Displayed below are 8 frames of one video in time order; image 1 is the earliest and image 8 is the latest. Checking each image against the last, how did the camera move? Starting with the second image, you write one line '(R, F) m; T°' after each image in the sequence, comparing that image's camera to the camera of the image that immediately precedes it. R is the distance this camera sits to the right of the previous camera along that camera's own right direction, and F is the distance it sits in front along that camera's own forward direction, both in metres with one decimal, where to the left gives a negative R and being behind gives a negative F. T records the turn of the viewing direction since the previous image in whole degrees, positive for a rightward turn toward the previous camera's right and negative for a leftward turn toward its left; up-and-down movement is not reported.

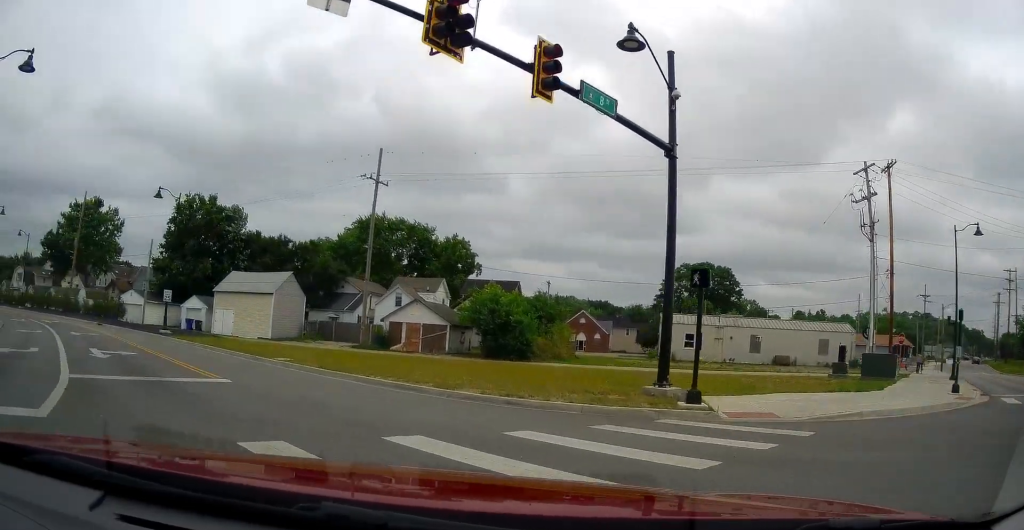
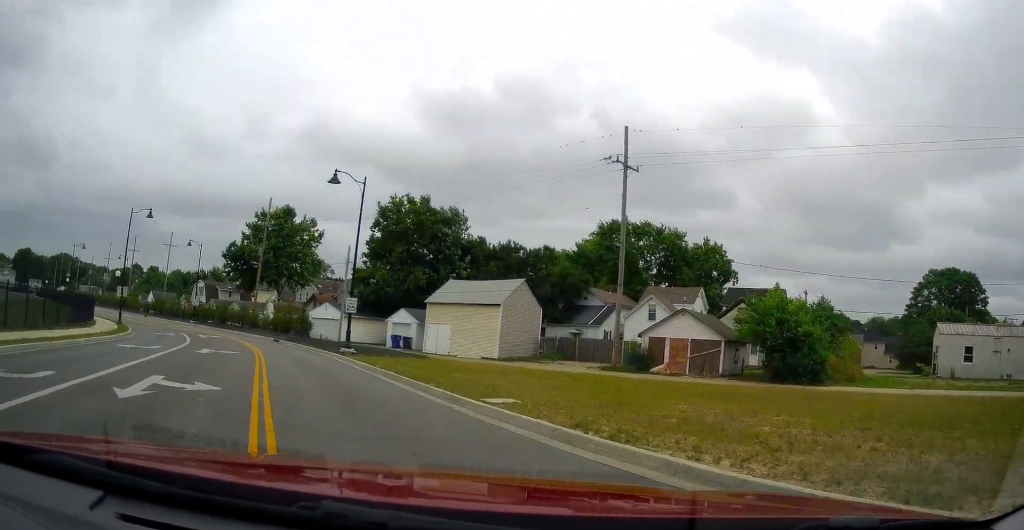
(-1.8, +9.4) m; -14°
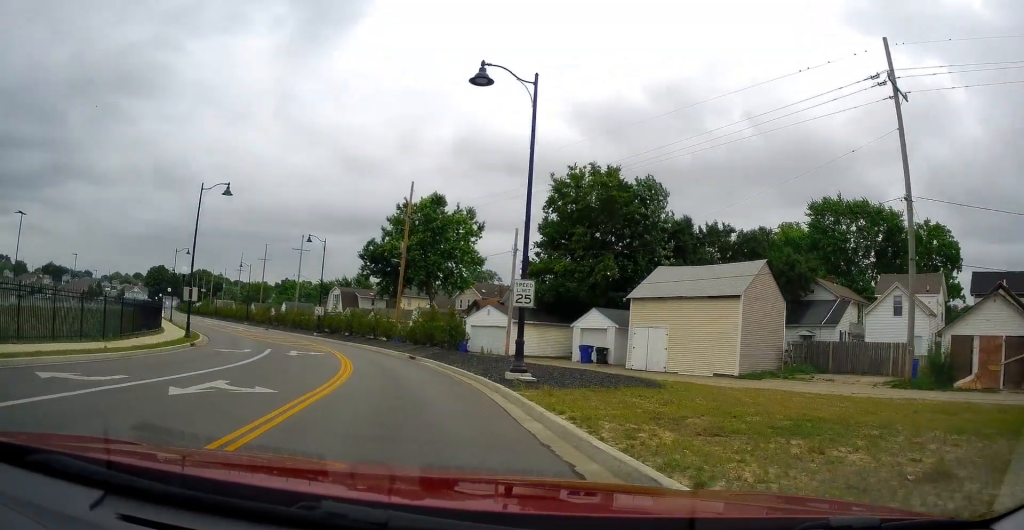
(-1.4, +14.3) m; -11°
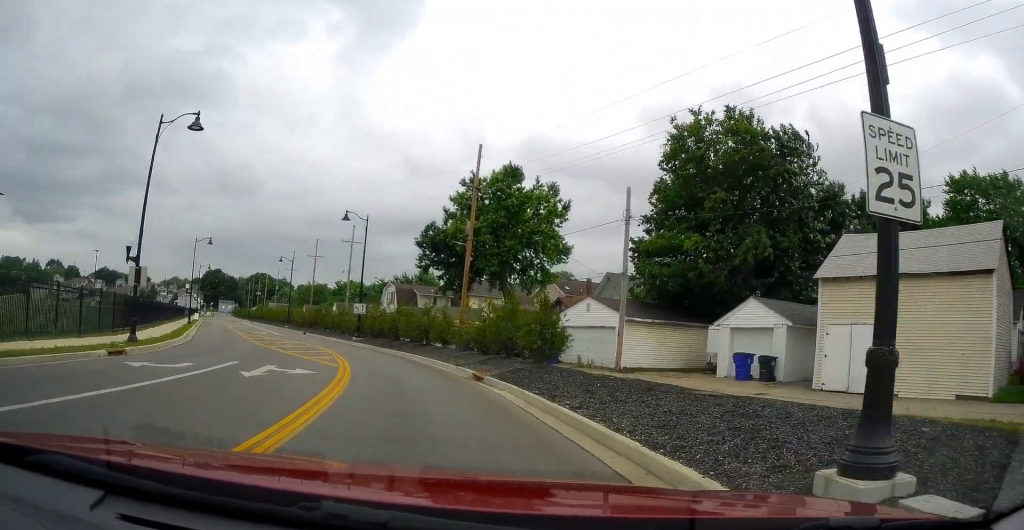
(-0.8, +13.6) m; -7°
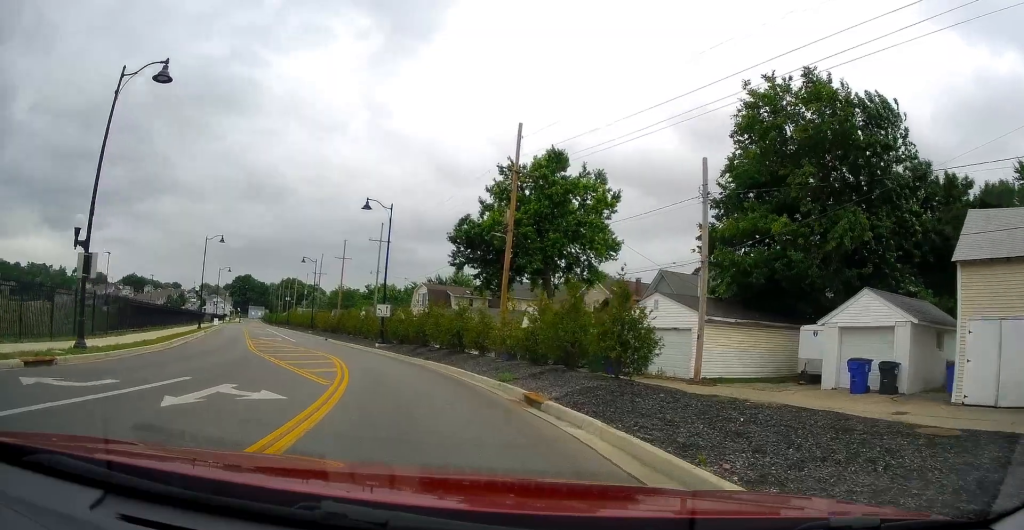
(-0.3, +6.1) m; -3°
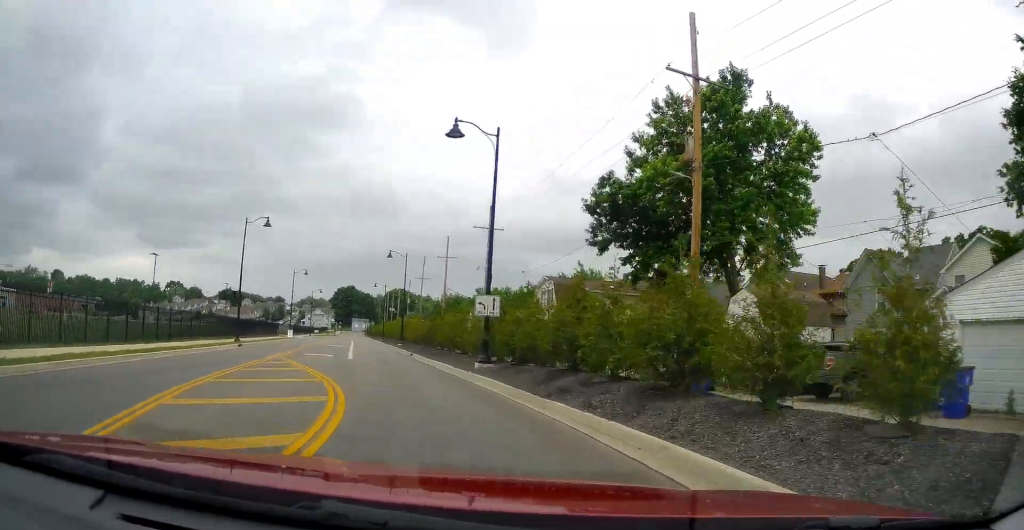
(-1.4, +16.5) m; -10°
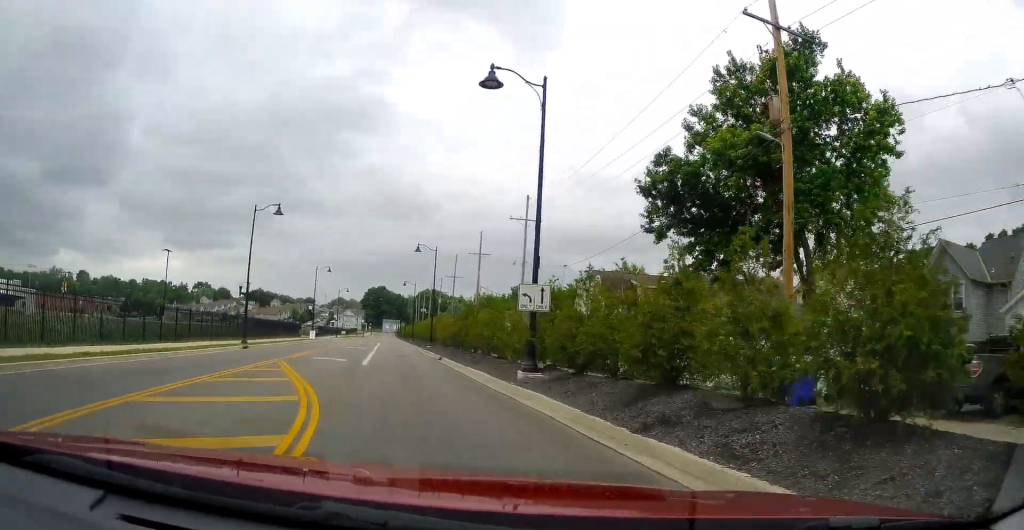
(-0.1, +4.9) m; -4°
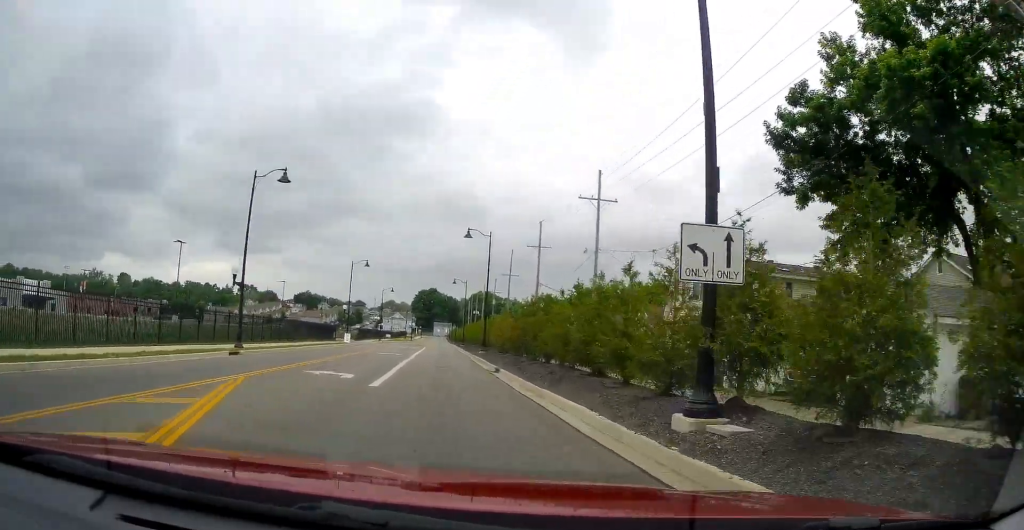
(-0.2, +9.5) m; -8°
